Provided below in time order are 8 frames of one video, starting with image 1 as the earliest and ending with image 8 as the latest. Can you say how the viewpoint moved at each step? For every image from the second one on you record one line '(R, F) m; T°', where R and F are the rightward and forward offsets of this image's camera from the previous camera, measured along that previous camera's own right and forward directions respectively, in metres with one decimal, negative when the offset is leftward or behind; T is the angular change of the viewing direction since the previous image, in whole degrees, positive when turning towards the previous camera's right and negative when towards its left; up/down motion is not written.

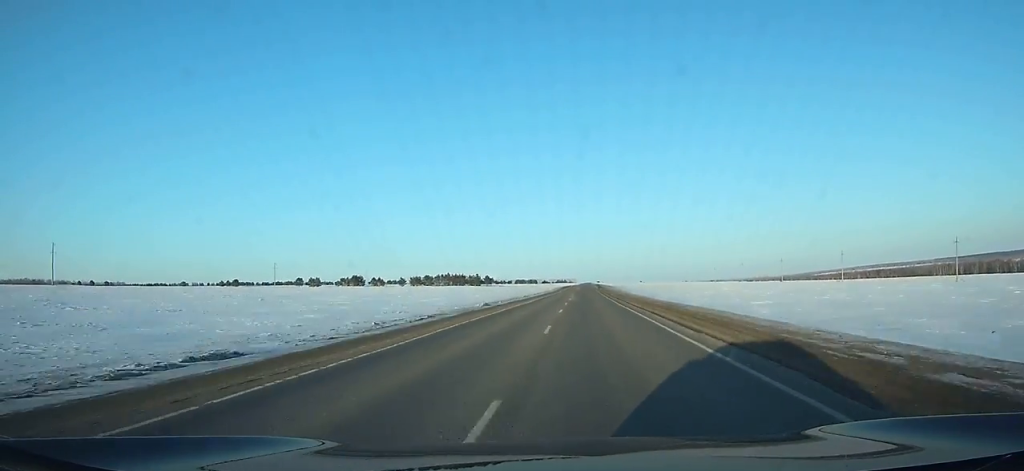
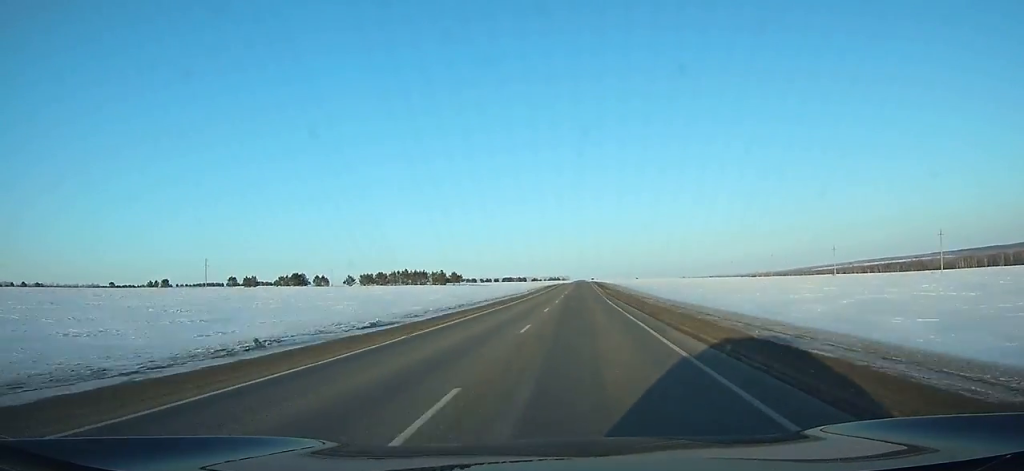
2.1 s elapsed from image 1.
(+0.9, +59.8) m; +1°
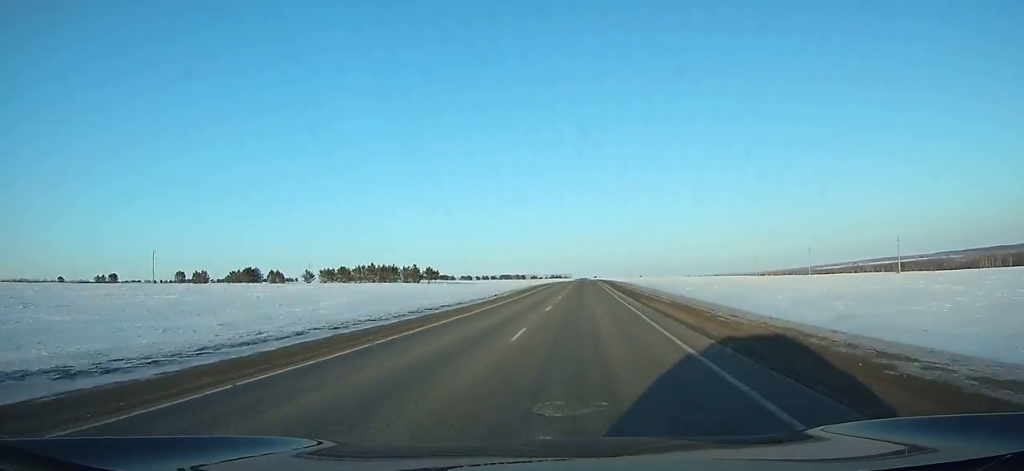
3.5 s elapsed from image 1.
(+0.2, +40.2) m; 0°
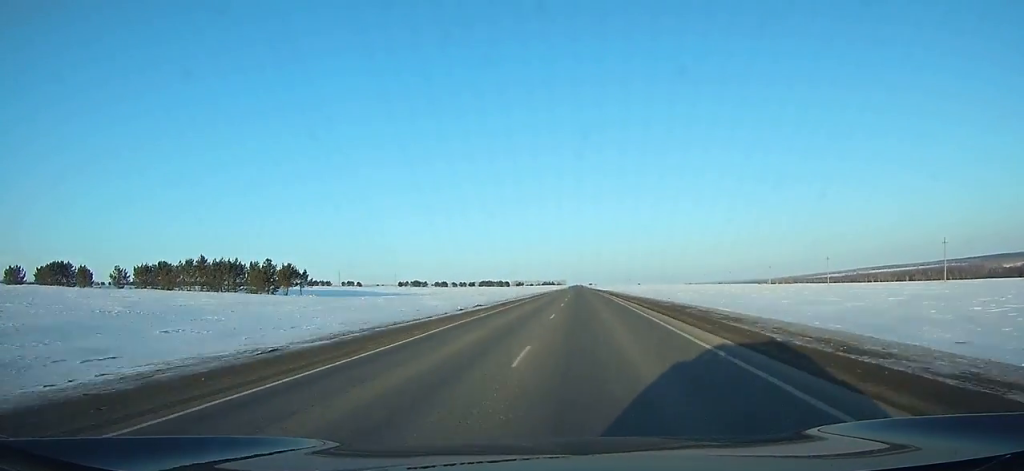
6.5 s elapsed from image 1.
(+0.3, +87.2) m; 0°
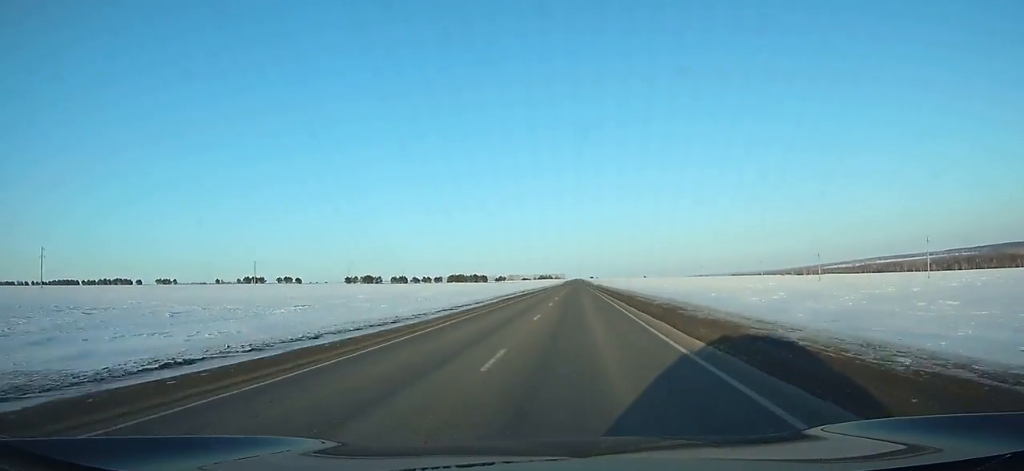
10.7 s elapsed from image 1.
(-0.1, +122.9) m; 0°
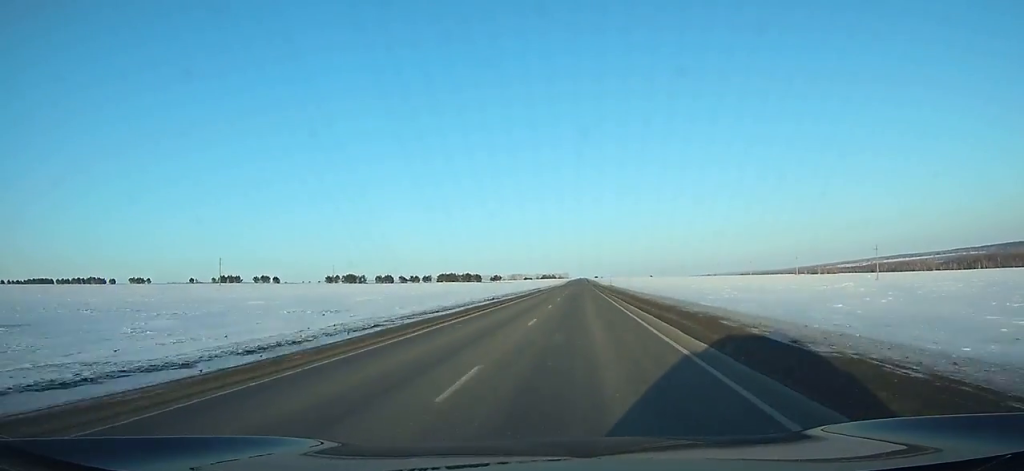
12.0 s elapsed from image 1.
(-0.1, +38.1) m; 0°
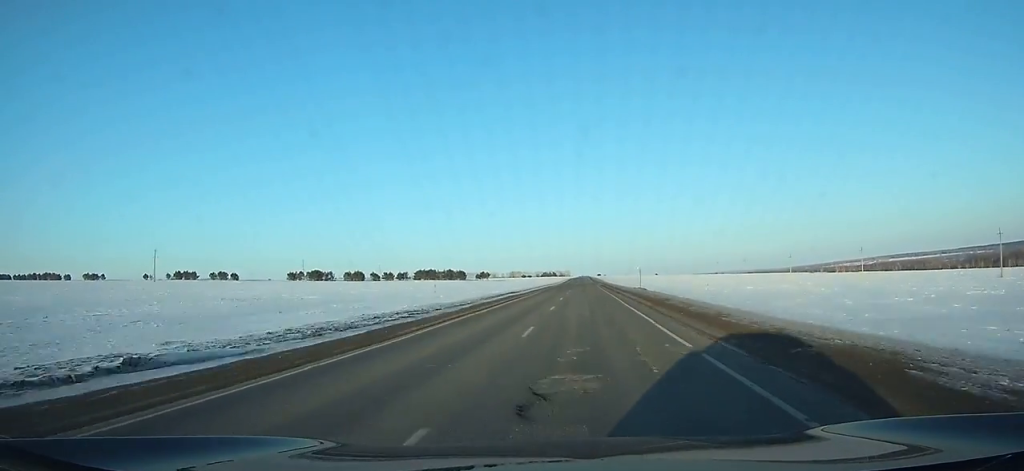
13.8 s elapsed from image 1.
(0.0, +52.8) m; 0°
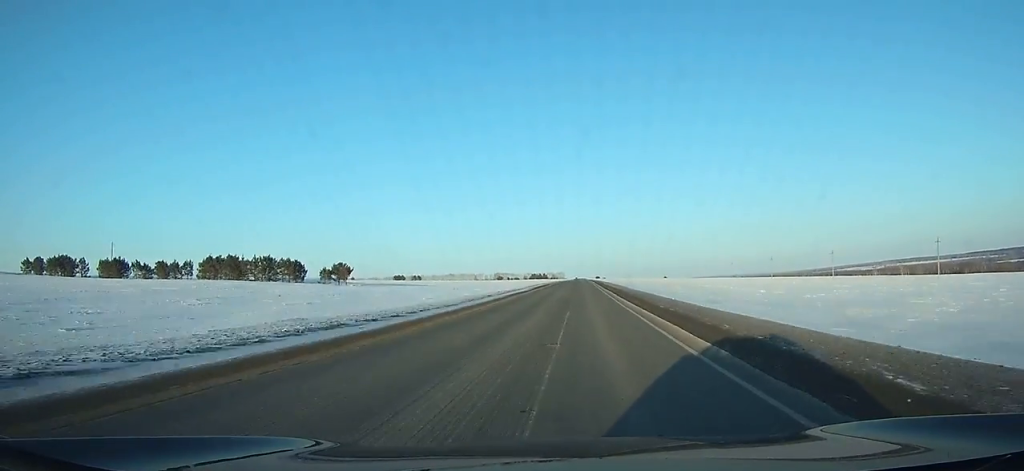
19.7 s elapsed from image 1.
(-0.1, +172.1) m; 0°
